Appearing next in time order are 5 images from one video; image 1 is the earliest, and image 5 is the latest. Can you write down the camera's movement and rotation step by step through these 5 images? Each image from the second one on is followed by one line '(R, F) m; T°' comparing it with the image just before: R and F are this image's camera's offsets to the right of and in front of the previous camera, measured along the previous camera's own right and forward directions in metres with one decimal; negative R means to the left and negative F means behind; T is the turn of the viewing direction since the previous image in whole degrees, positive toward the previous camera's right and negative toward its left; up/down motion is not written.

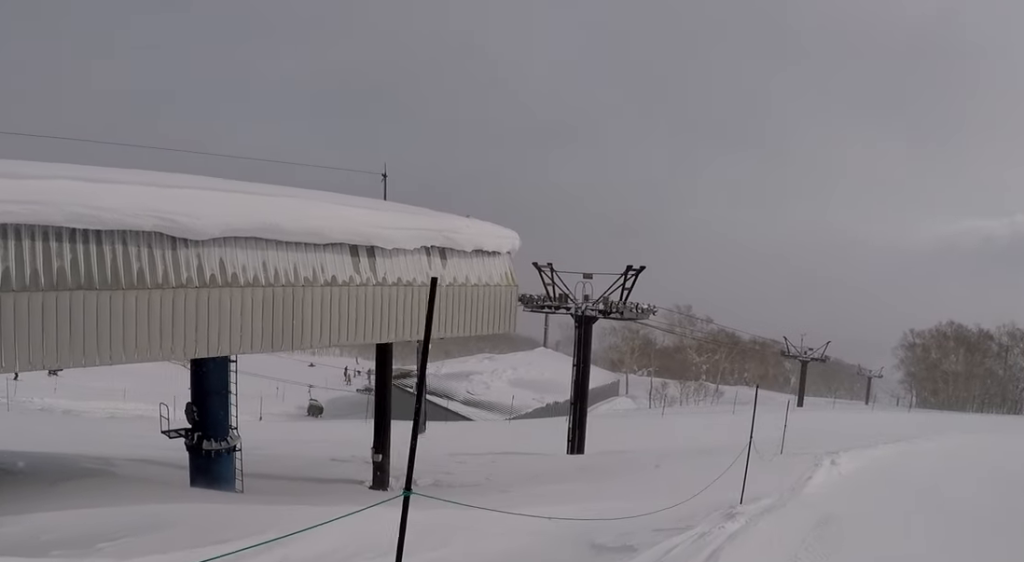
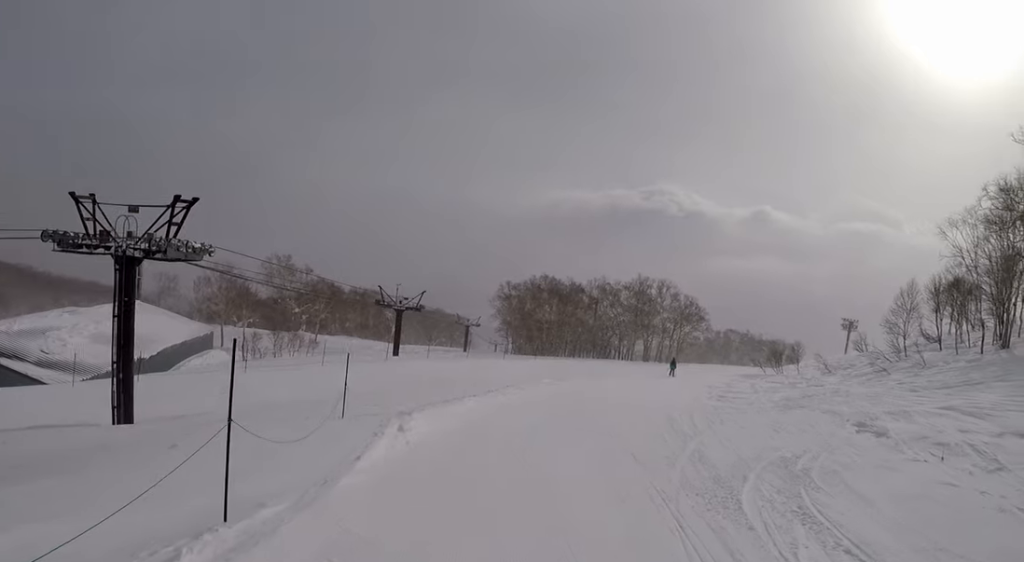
(0.0, +6.6) m; -5°
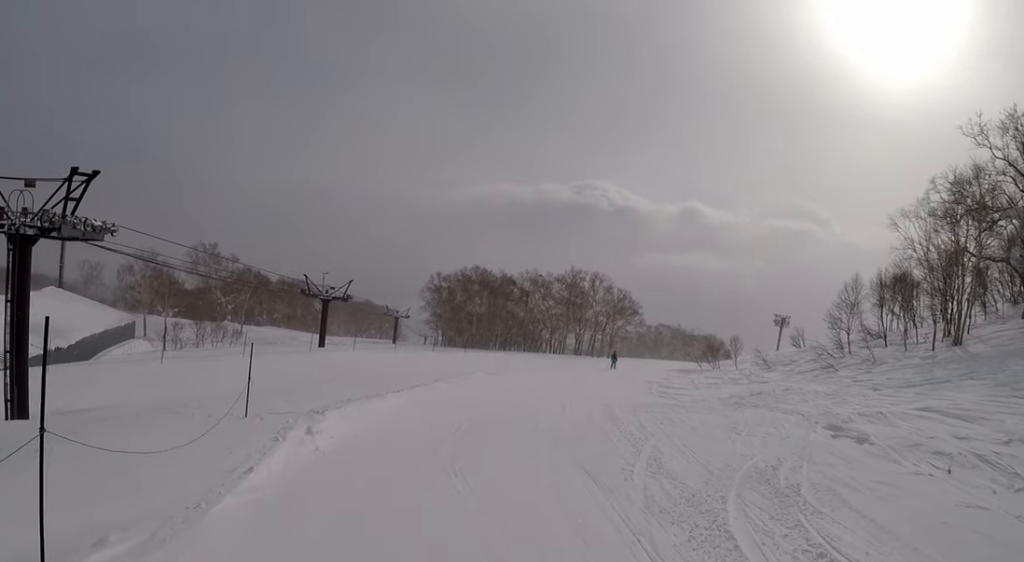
(-0.7, +2.8) m; +2°
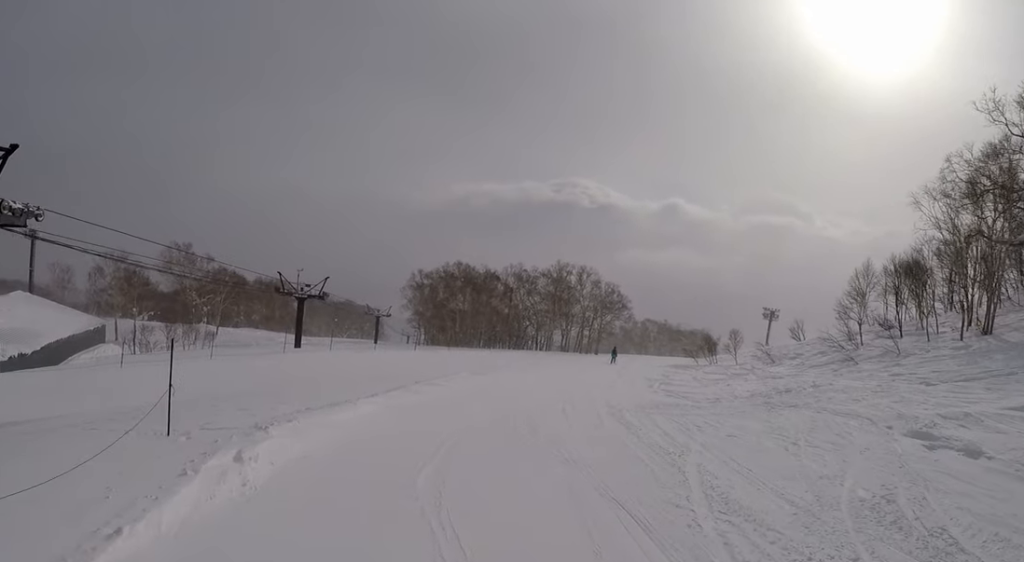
(+0.9, +4.2) m; +7°
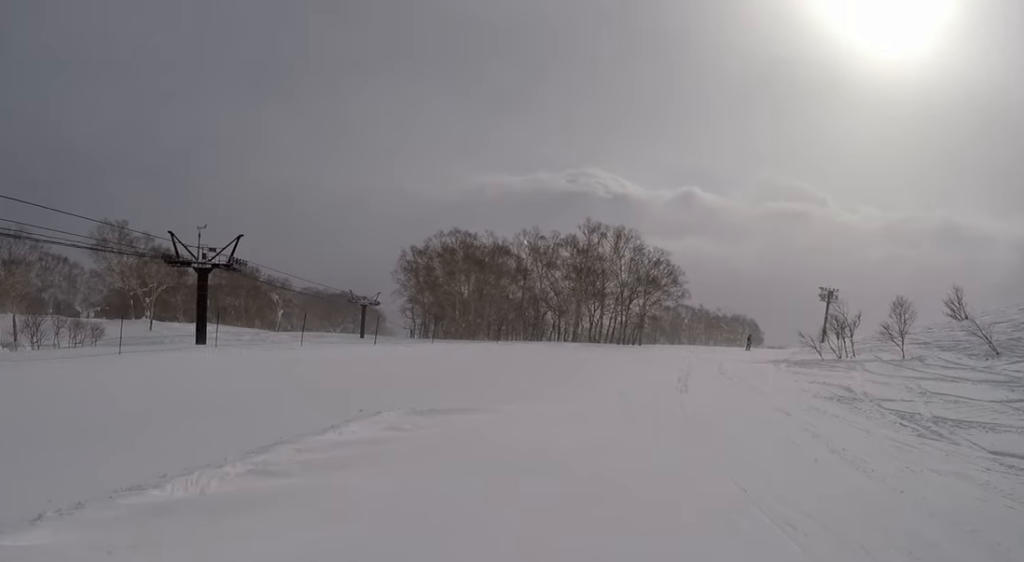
(+0.7, +24.7) m; +2°
